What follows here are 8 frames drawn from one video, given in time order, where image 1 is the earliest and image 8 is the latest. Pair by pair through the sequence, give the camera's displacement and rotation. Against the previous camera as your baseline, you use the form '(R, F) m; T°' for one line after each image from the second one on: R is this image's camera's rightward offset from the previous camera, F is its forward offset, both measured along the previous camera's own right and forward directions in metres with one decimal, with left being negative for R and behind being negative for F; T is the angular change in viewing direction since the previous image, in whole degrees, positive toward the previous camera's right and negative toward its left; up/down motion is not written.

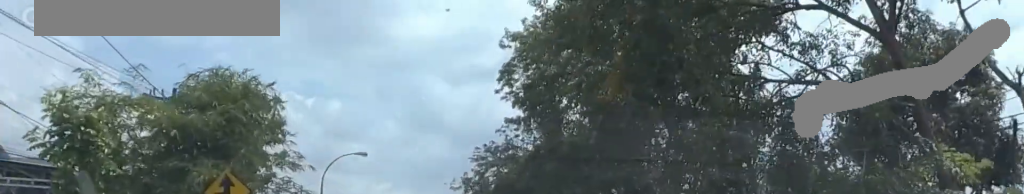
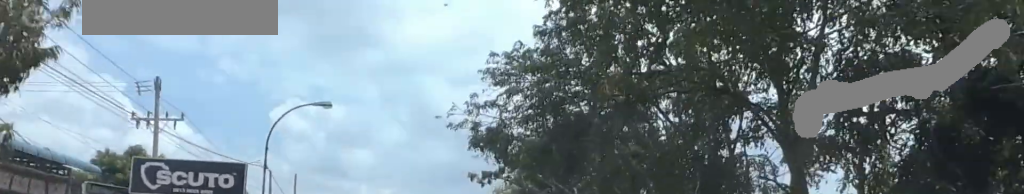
(+0.5, +16.6) m; 0°
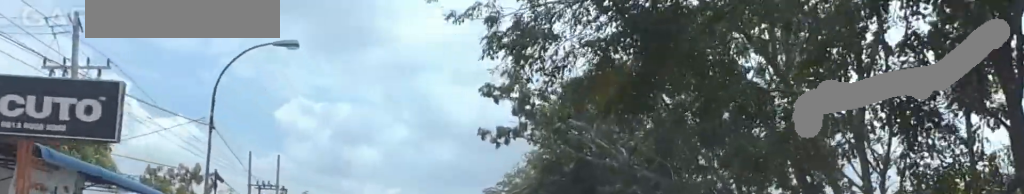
(-0.4, +8.9) m; 0°
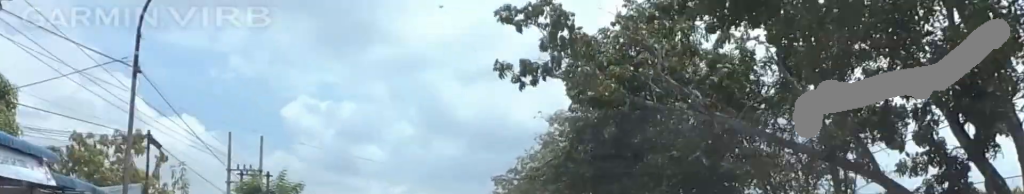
(+0.8, +6.9) m; -1°
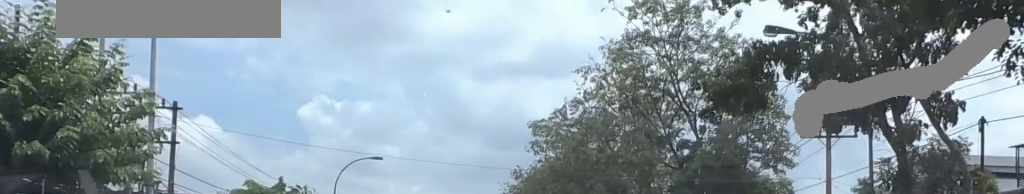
(0.0, +21.8) m; +1°
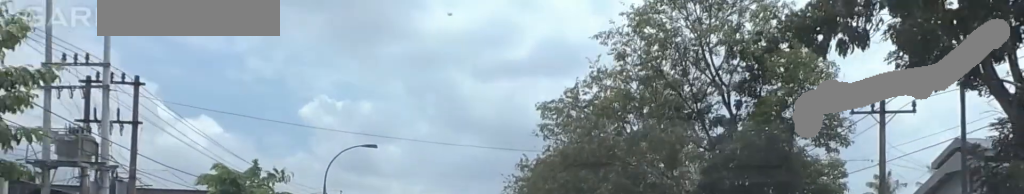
(-0.7, +4.8) m; 0°
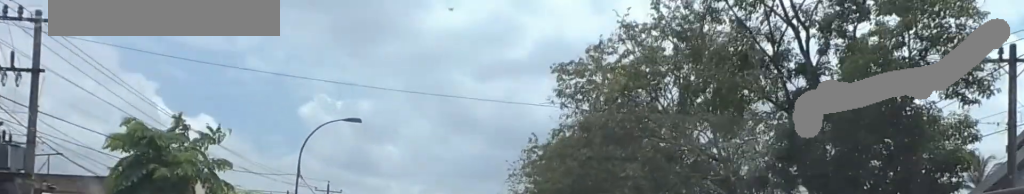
(+0.1, +8.5) m; 0°
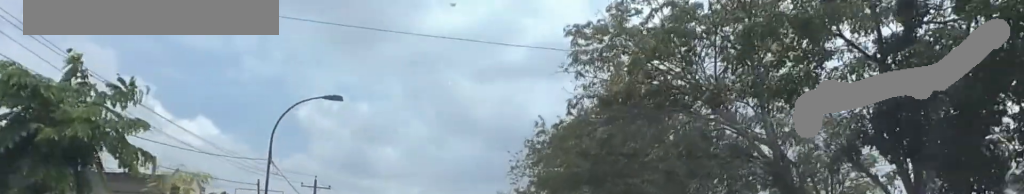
(+0.7, +6.5) m; 0°
